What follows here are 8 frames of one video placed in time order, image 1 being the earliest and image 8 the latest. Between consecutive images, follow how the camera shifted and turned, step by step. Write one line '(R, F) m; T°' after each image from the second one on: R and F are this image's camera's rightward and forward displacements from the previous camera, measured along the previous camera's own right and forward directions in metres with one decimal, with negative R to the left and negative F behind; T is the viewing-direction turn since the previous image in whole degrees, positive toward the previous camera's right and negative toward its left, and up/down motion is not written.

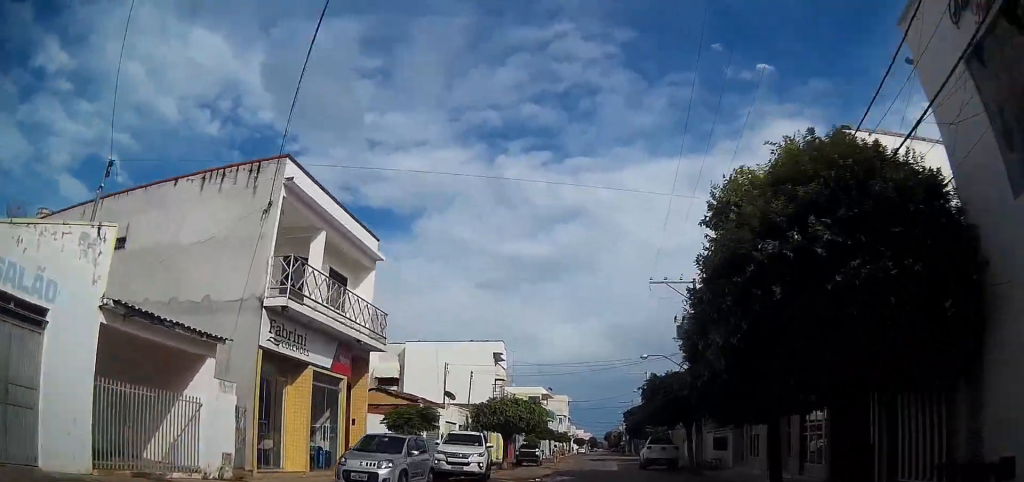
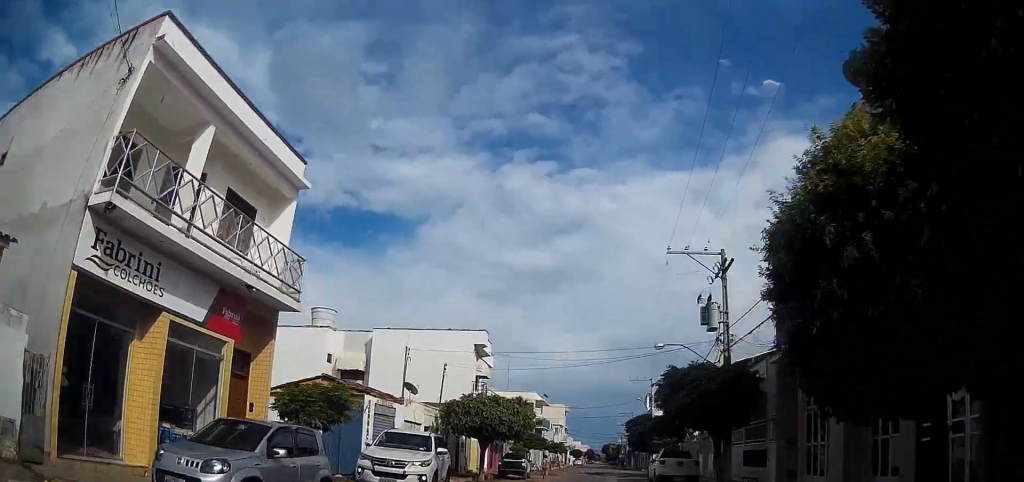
(+0.1, +6.6) m; +2°
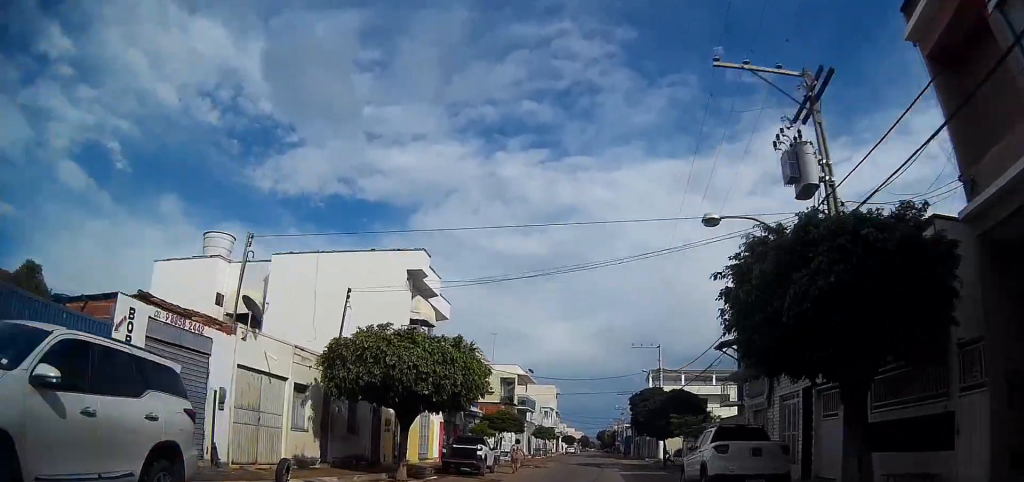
(+0.1, +12.0) m; 0°
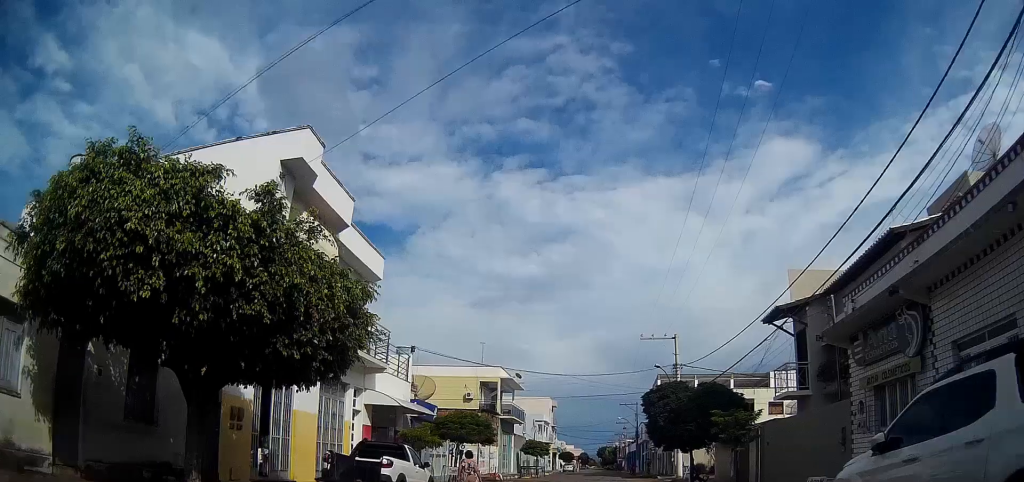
(-0.1, +10.7) m; -1°
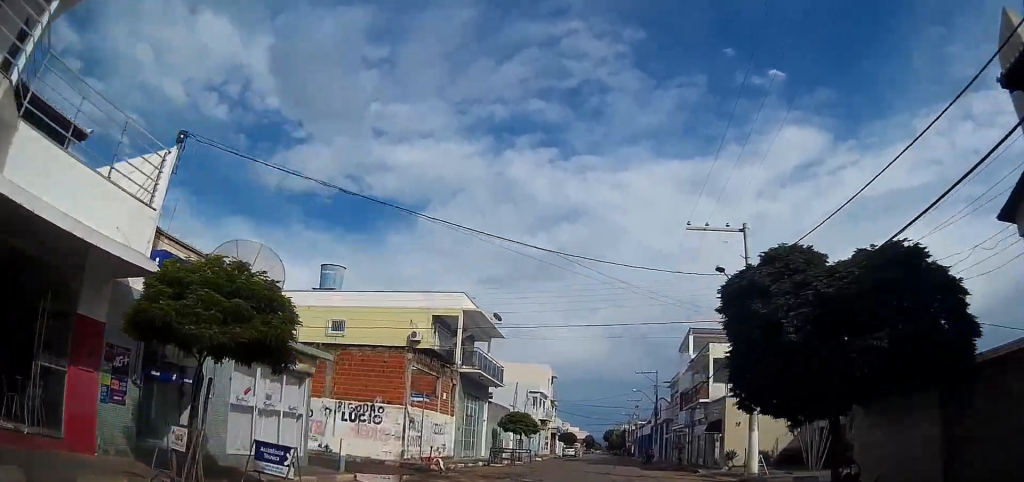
(+0.1, +16.6) m; +2°
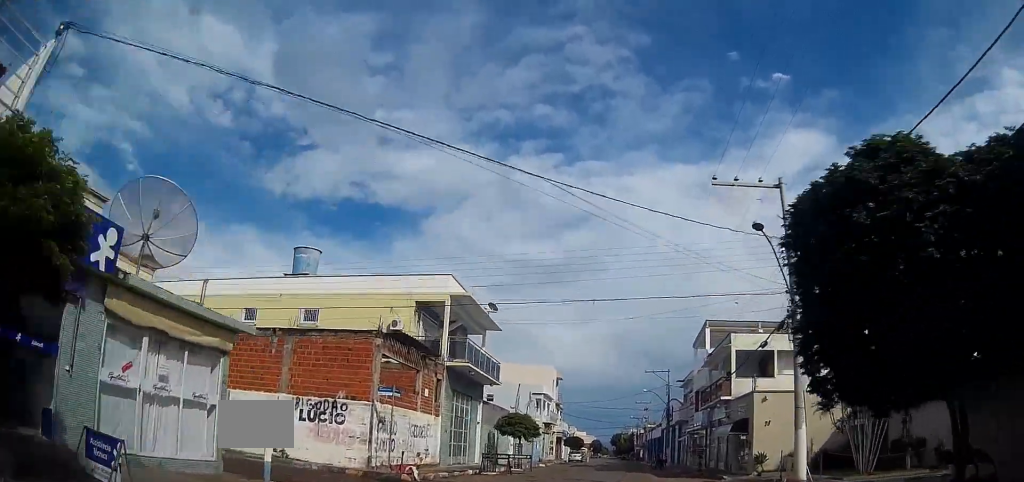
(+0.1, +4.2) m; 0°
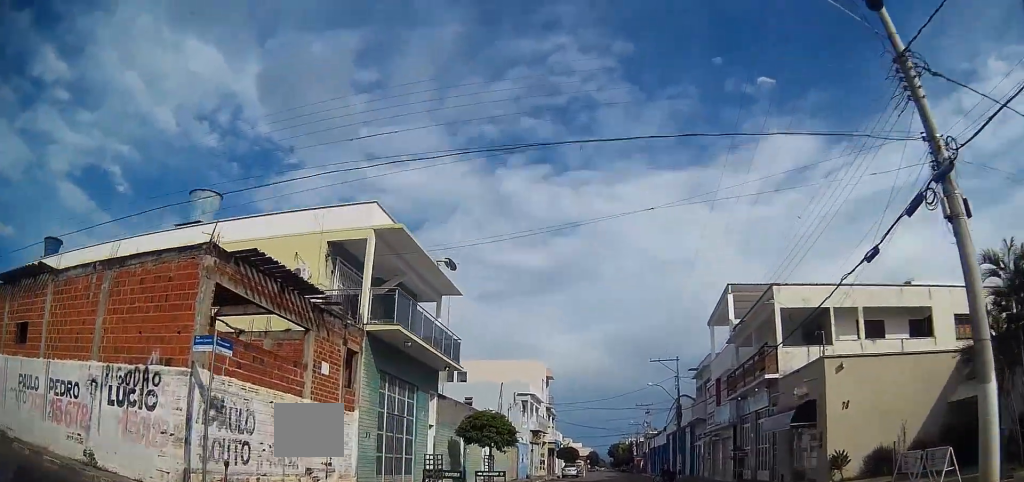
(0.0, +10.1) m; -2°
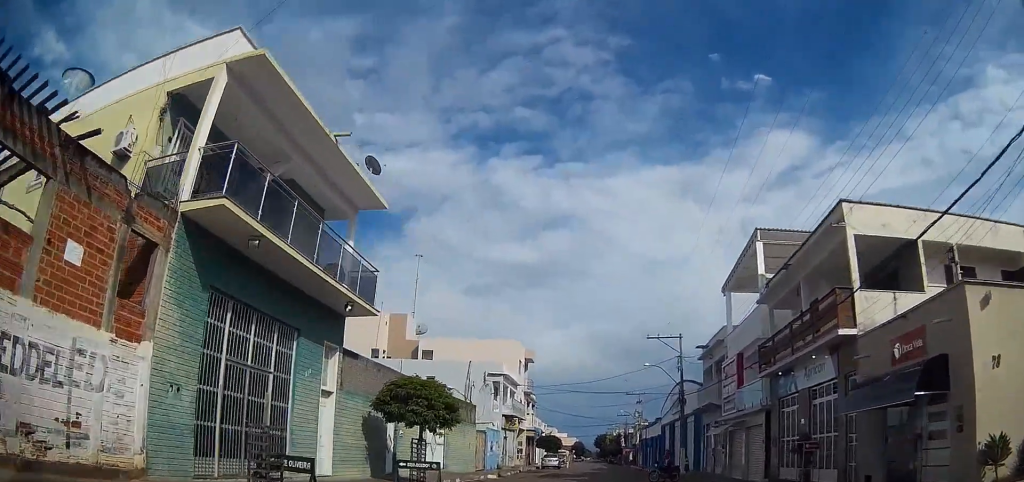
(-0.2, +8.4) m; -1°
